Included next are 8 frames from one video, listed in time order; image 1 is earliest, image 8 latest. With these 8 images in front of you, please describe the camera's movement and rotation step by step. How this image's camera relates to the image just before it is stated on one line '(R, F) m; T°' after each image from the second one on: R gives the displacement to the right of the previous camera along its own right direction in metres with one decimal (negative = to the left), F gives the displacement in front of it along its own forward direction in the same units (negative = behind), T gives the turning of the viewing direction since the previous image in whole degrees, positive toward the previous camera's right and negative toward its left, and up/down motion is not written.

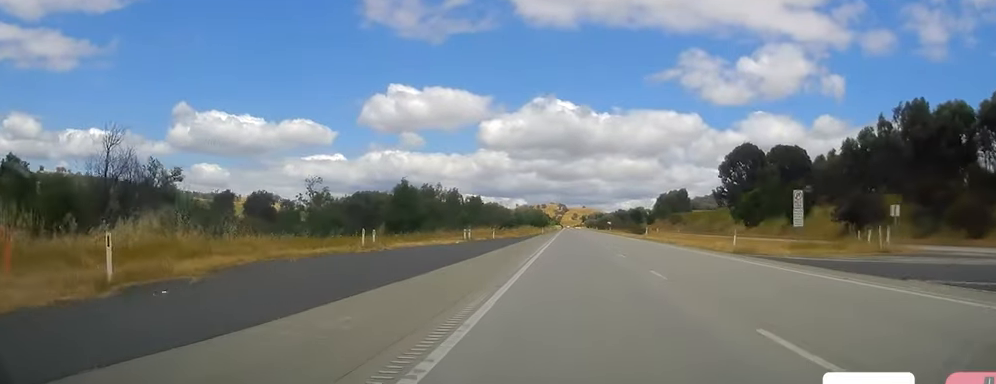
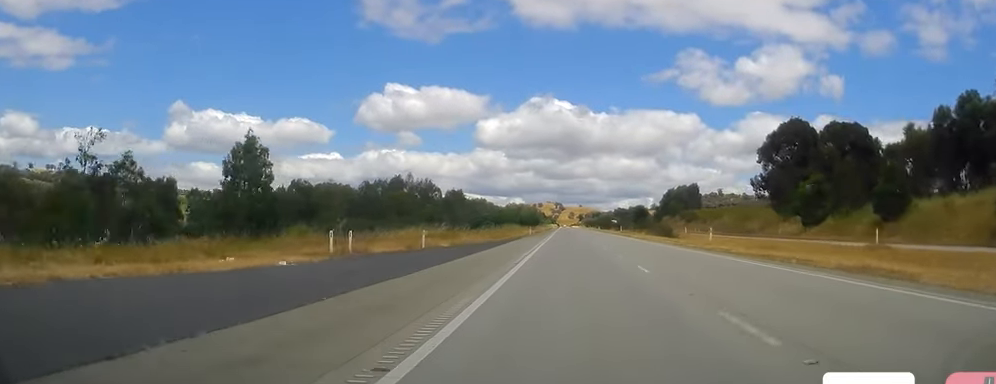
(-0.3, +34.4) m; 0°
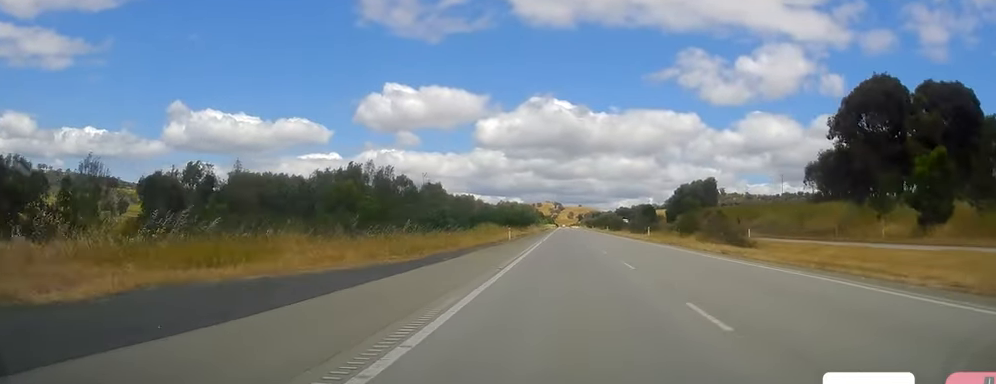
(0.0, +34.6) m; 0°
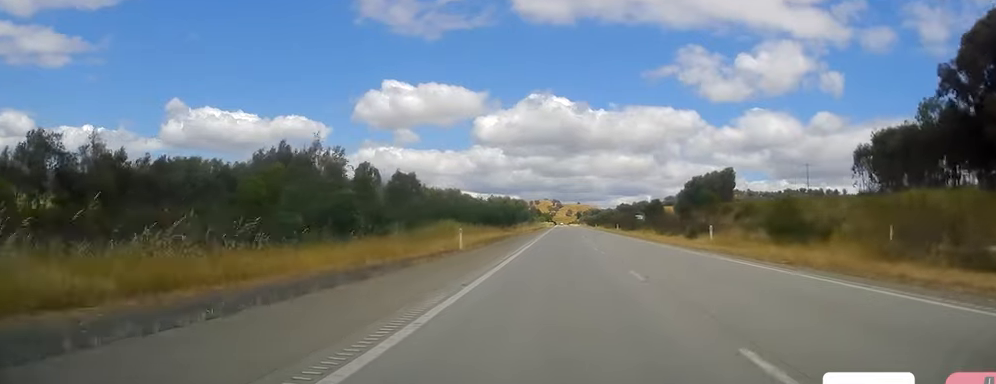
(0.0, +28.8) m; +1°
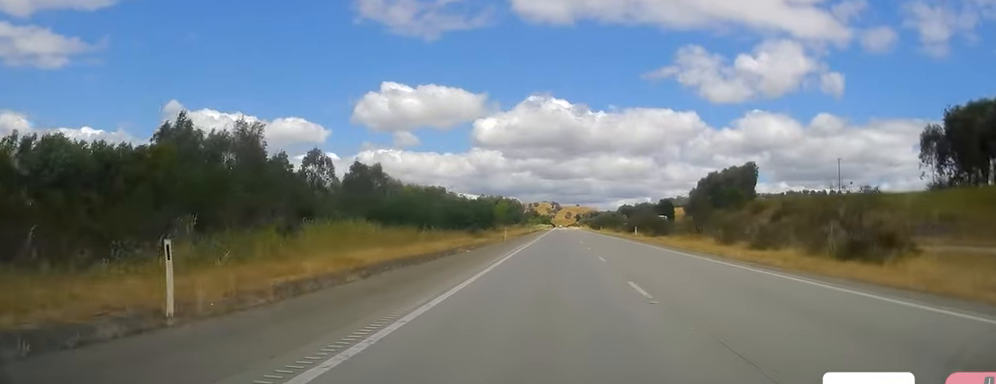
(+0.5, +26.8) m; +1°
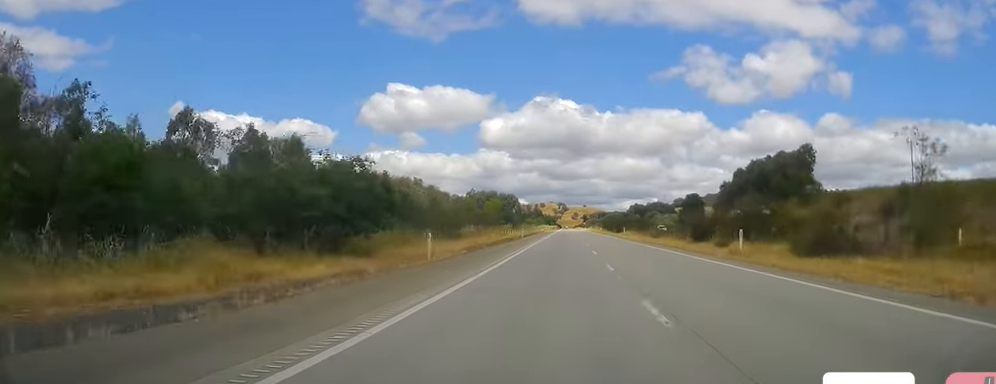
(-0.3, +40.3) m; -1°
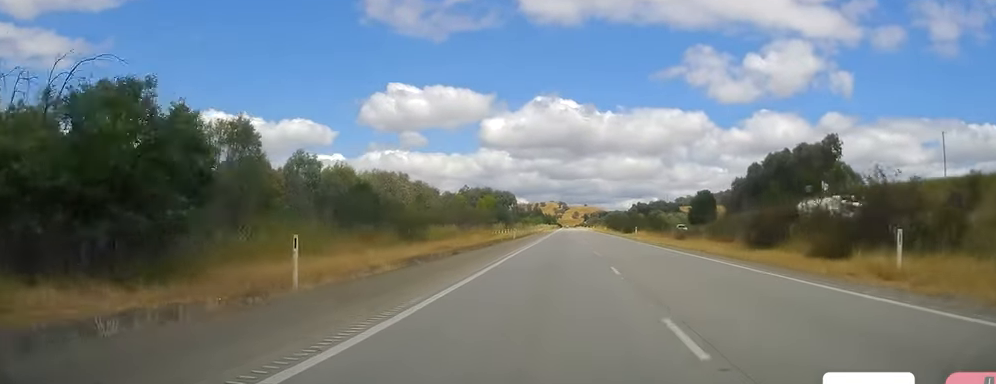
(-0.2, +14.4) m; -1°
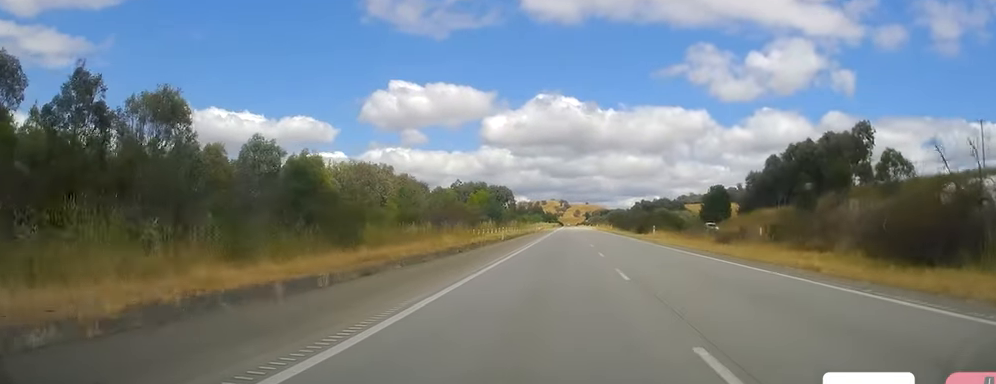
(0.0, +14.4) m; 0°
